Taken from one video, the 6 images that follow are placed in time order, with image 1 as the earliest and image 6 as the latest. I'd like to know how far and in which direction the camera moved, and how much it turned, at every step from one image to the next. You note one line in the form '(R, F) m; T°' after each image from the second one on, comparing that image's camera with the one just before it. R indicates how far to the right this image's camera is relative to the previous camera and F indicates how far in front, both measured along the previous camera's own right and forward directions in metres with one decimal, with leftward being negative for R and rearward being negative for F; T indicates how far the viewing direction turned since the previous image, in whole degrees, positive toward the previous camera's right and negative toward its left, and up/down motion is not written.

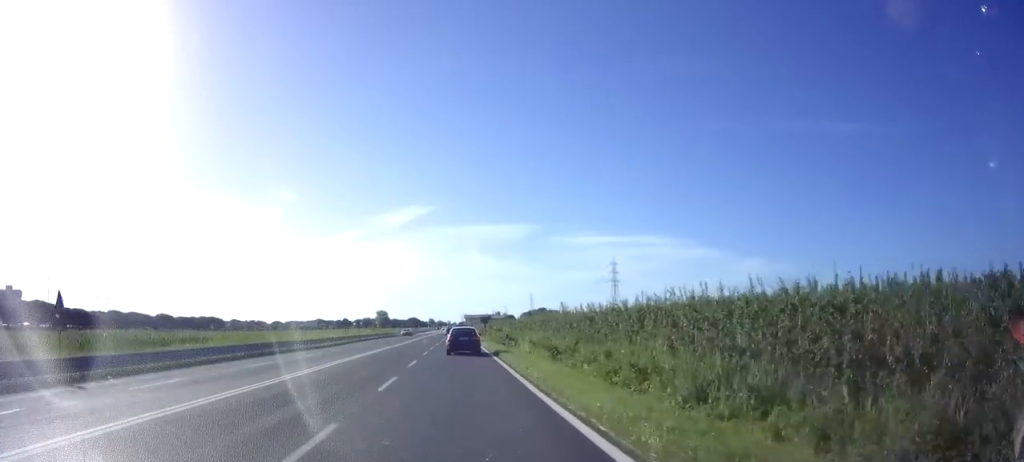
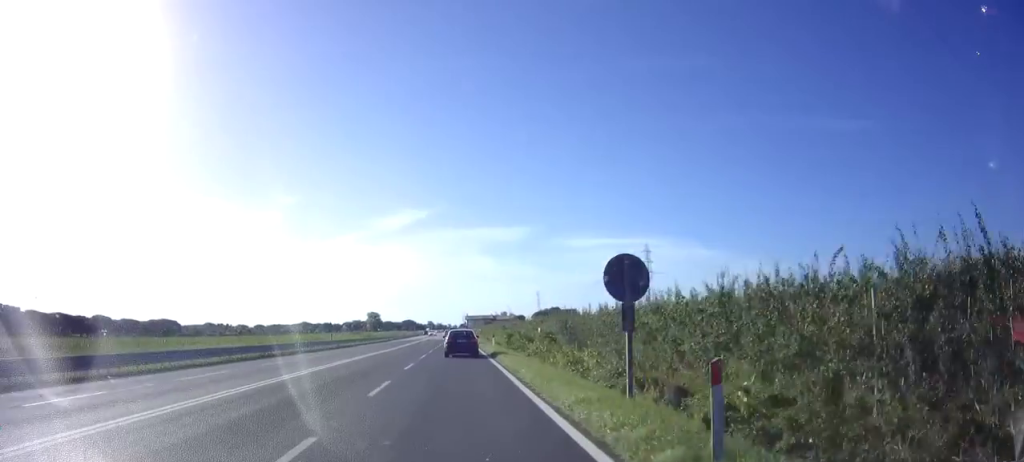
(-0.4, +53.0) m; 0°
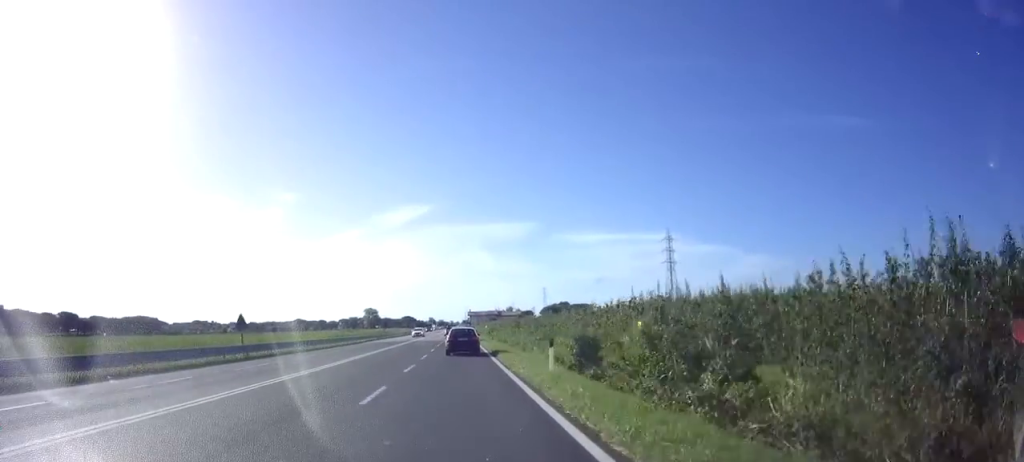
(0.0, +23.5) m; 0°
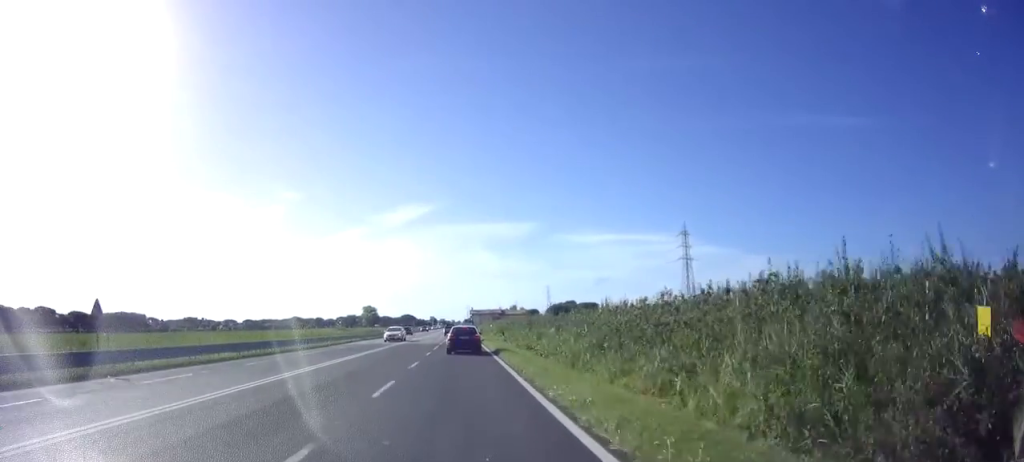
(0.0, +14.1) m; 0°
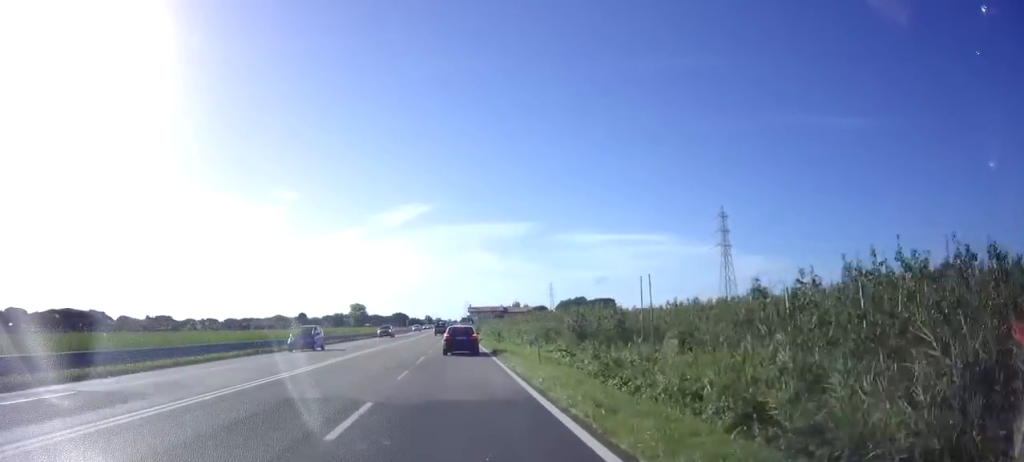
(-0.2, +33.9) m; 0°
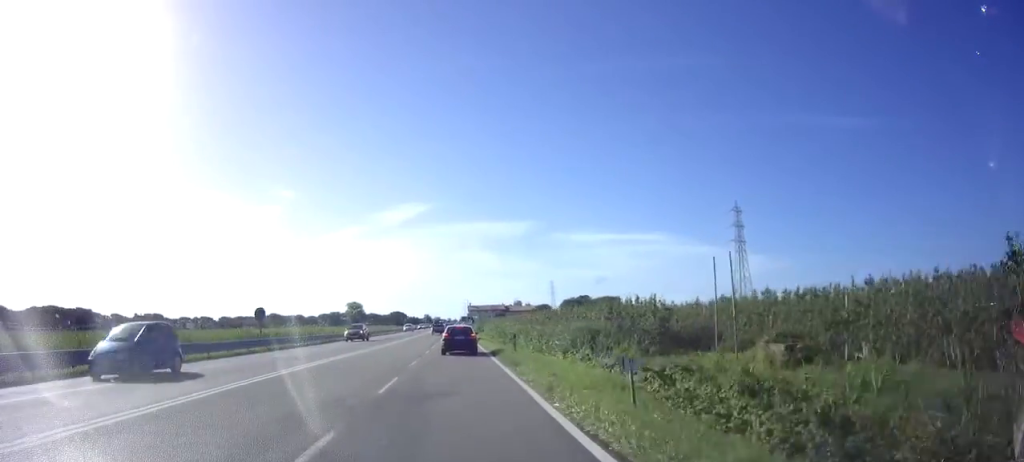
(-0.1, +9.8) m; 0°
